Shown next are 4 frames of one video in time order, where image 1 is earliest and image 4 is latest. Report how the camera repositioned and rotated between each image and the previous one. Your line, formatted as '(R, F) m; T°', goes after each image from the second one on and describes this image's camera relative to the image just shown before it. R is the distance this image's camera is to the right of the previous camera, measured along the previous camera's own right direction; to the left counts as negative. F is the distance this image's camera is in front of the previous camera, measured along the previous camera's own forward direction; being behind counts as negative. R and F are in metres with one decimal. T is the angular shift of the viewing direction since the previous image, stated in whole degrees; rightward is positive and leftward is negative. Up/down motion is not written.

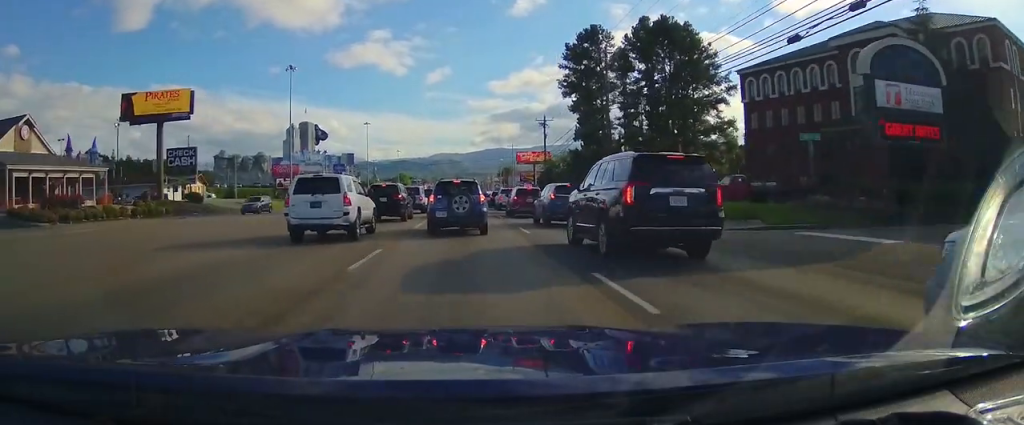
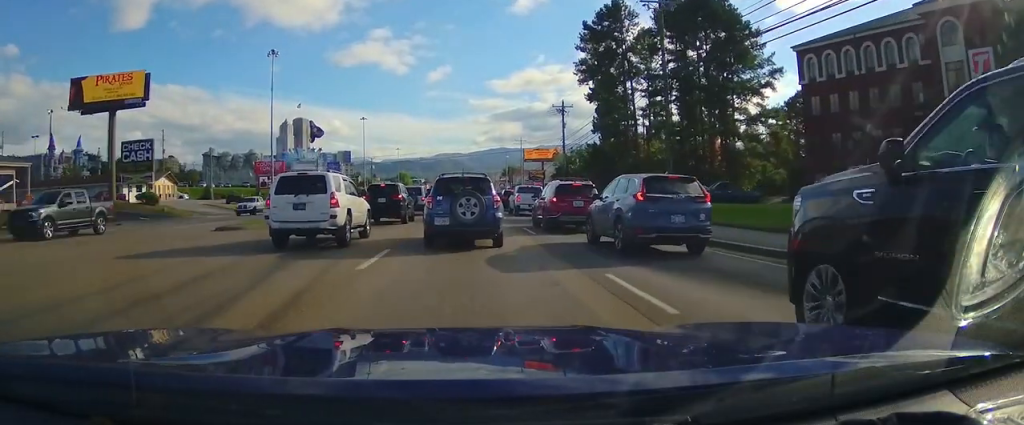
(-0.1, +8.2) m; 0°
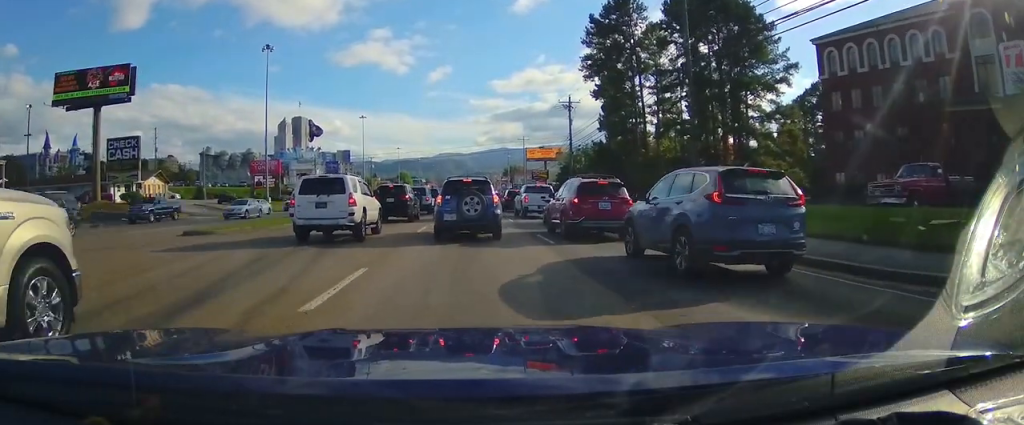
(+0.1, +4.2) m; -1°
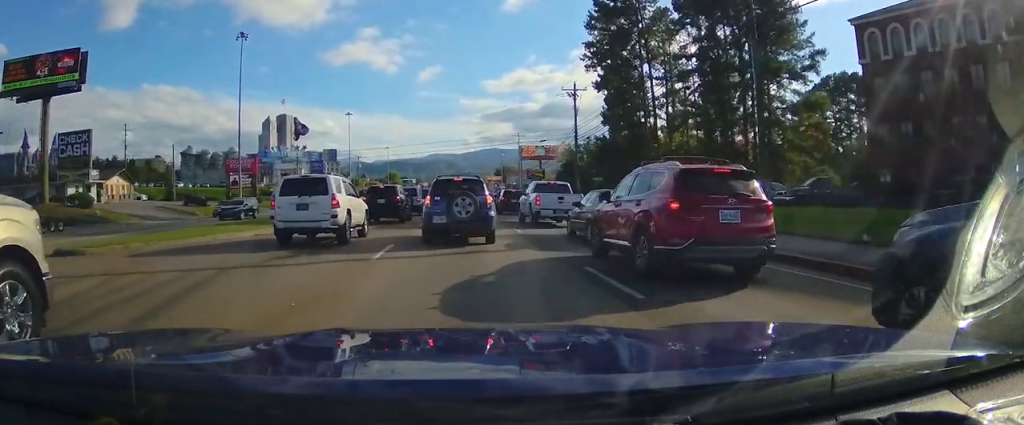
(-0.1, +5.8) m; -3°
